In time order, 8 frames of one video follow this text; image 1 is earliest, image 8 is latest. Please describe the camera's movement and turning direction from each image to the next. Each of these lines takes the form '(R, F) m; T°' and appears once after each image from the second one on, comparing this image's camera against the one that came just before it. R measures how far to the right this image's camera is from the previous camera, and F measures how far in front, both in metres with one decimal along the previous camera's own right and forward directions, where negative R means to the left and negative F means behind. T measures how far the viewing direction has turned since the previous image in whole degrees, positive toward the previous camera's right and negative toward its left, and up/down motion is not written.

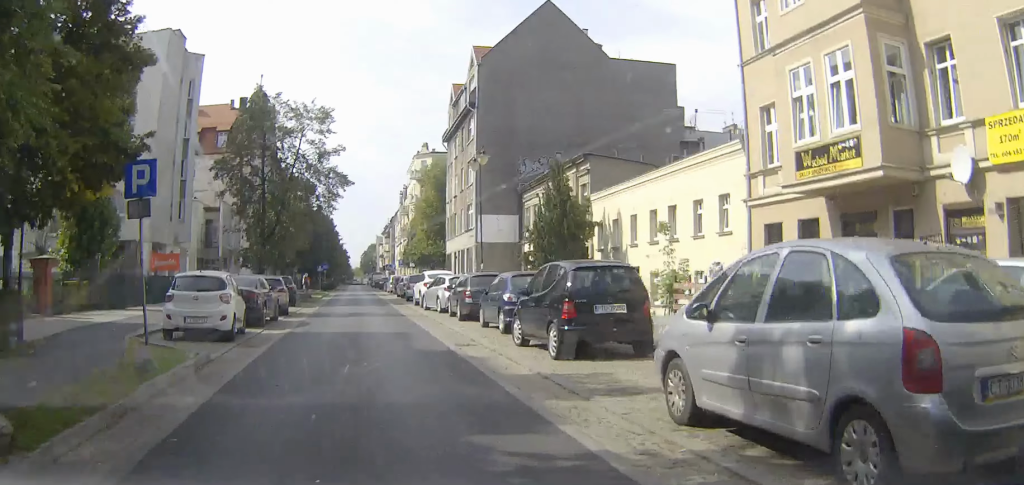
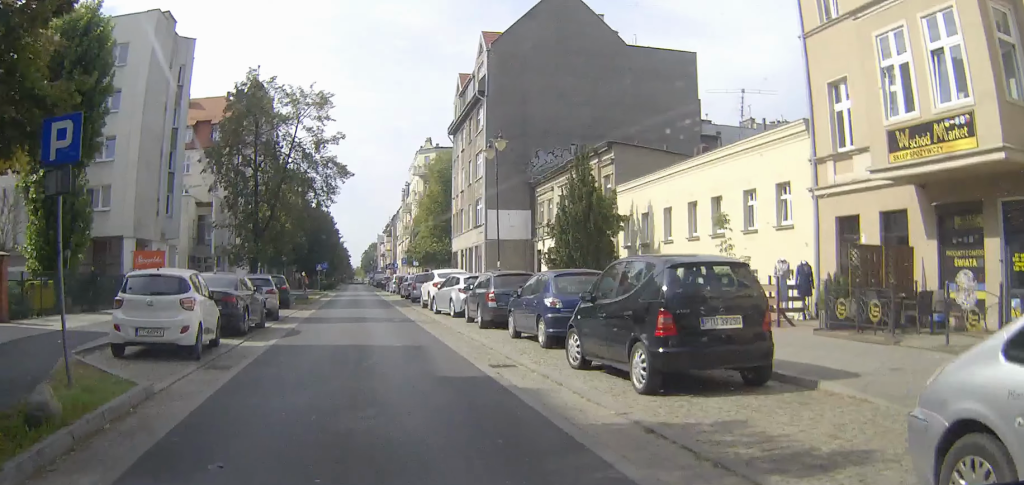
(0.0, +3.8) m; 0°
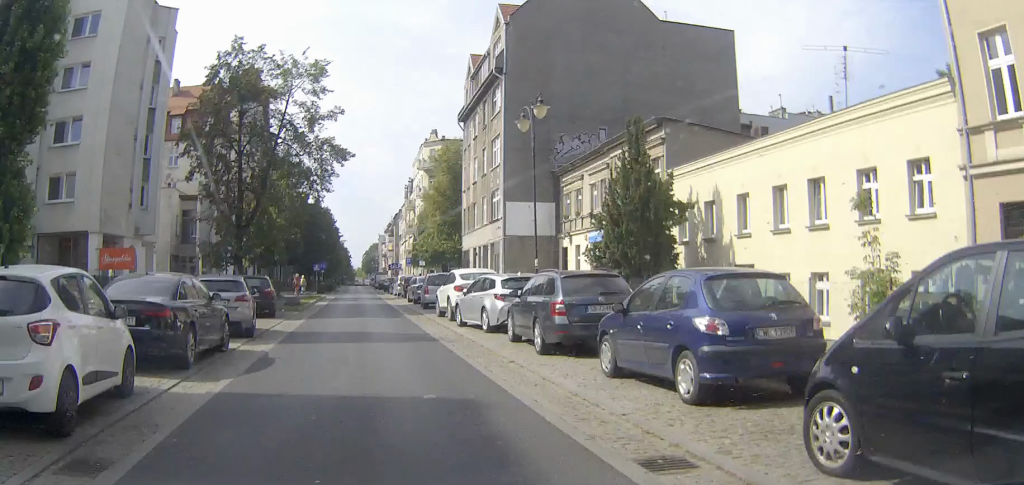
(0.0, +6.2) m; +1°
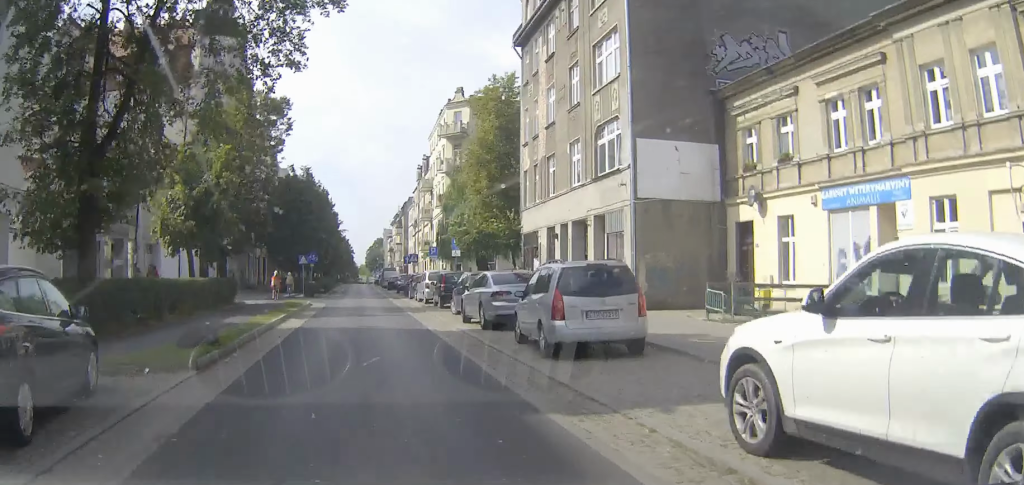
(+0.4, +21.7) m; +1°
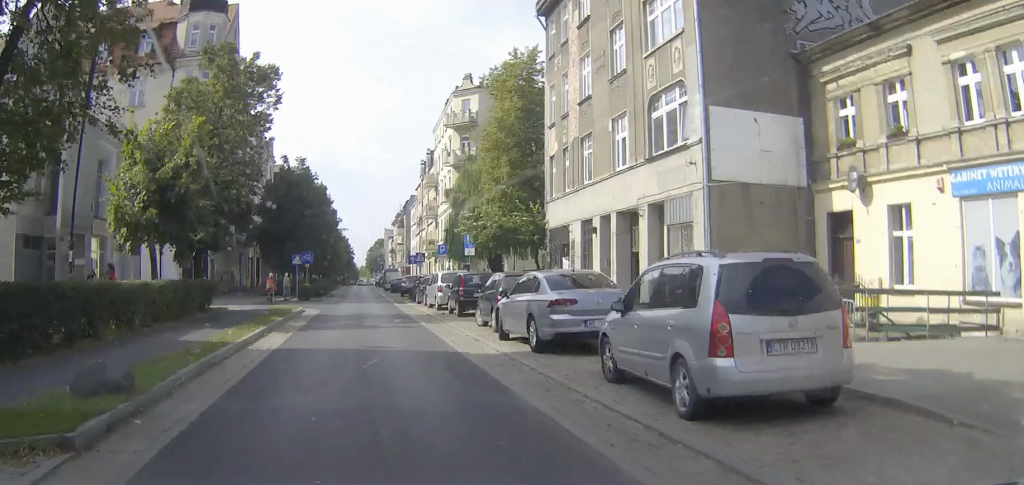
(0.0, +5.6) m; 0°
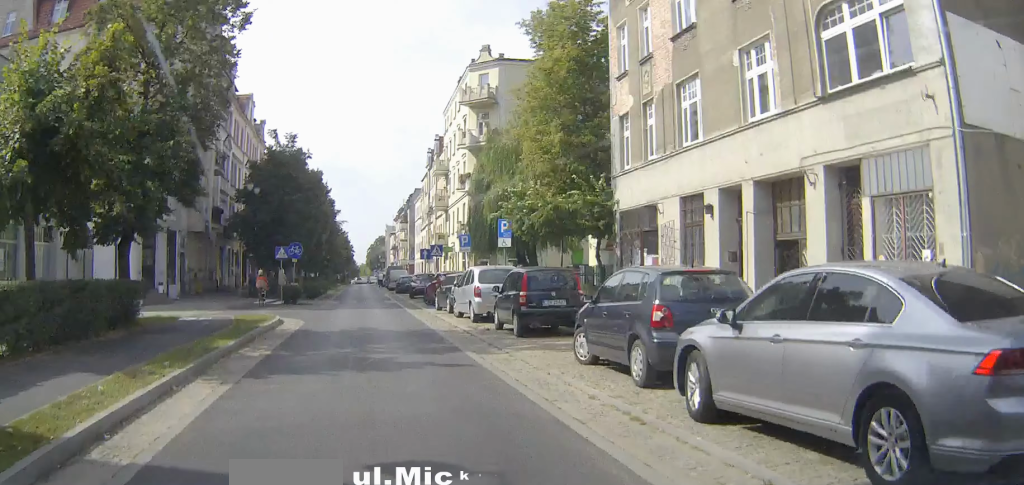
(+0.1, +9.8) m; 0°
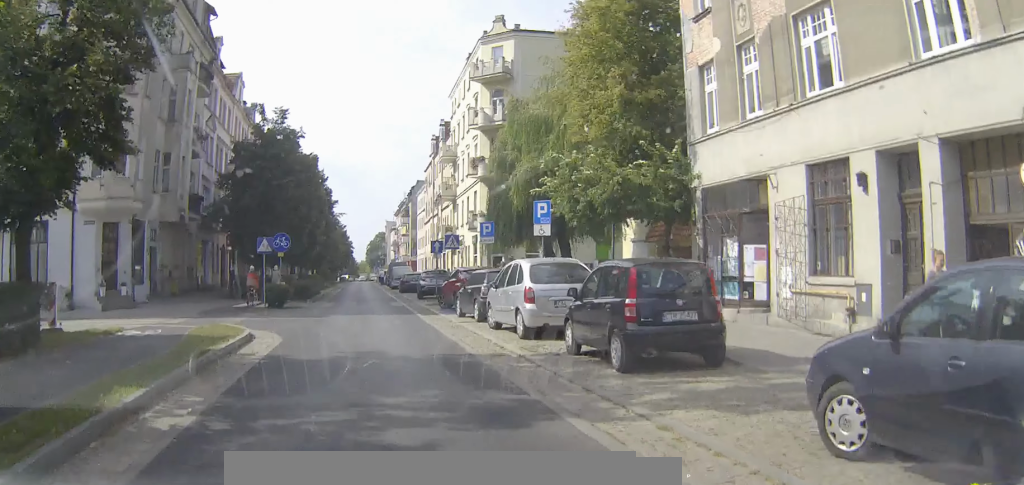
(+0.1, +6.7) m; -1°
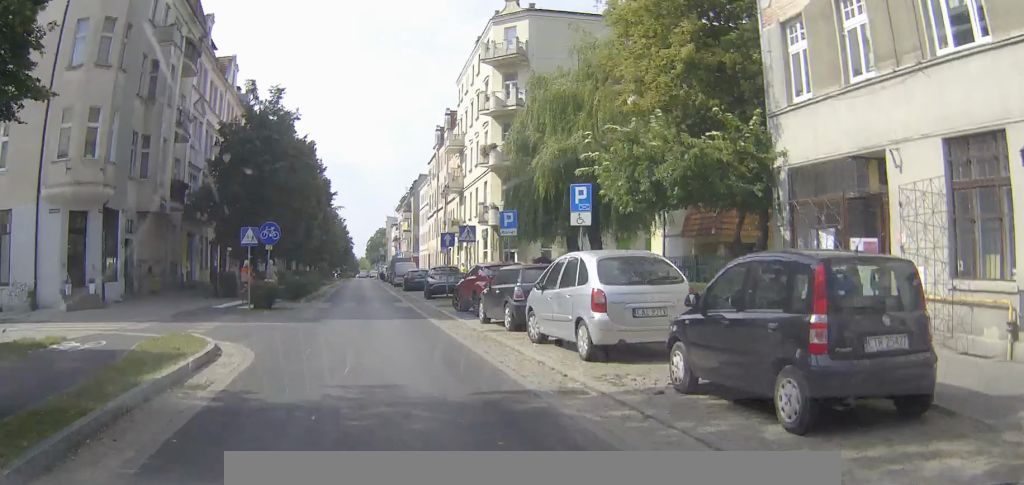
(-0.2, +4.4) m; -1°
